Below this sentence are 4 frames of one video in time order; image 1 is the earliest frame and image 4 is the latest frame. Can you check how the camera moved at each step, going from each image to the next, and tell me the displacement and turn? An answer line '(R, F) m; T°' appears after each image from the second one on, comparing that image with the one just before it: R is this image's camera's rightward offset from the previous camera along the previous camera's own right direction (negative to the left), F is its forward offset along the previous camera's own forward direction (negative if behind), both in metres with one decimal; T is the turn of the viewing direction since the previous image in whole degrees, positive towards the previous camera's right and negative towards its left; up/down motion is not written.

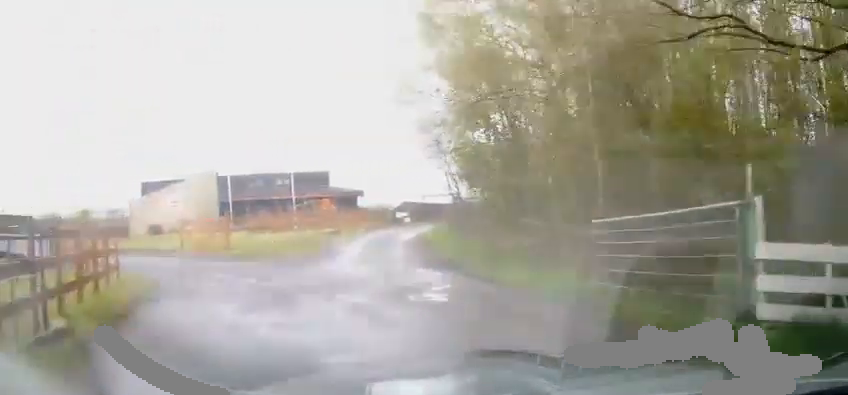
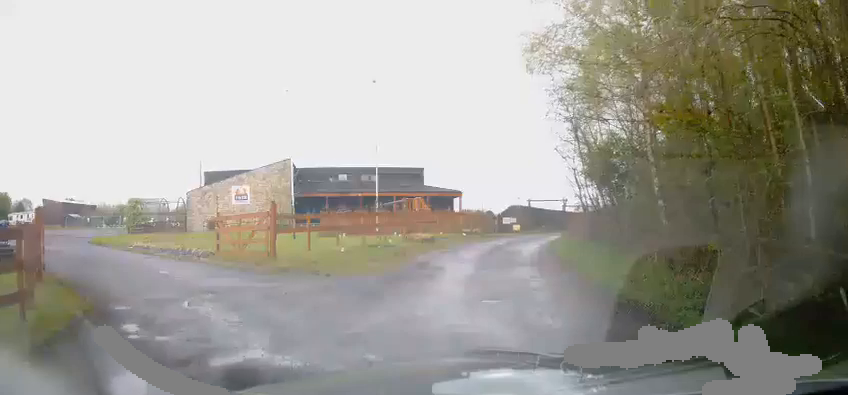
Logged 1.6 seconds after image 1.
(-0.1, +6.2) m; -5°
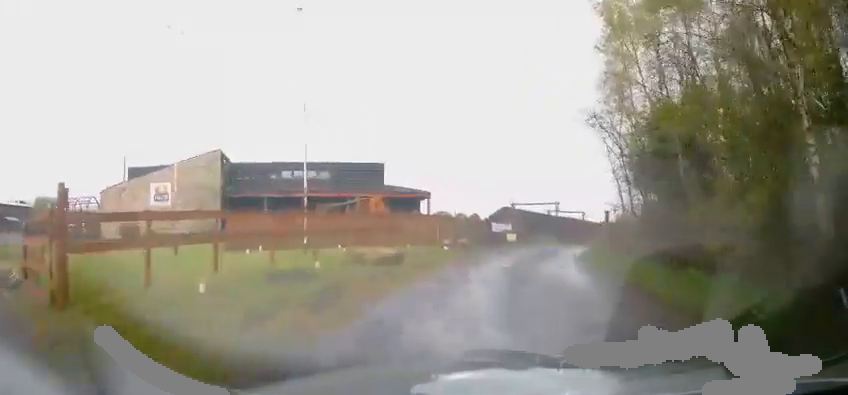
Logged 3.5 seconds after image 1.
(-0.8, +7.8) m; -5°
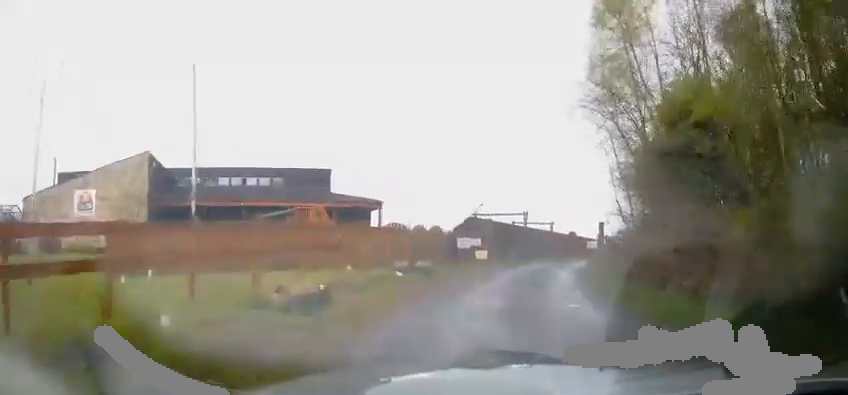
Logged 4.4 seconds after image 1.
(+0.2, +4.1) m; +7°
